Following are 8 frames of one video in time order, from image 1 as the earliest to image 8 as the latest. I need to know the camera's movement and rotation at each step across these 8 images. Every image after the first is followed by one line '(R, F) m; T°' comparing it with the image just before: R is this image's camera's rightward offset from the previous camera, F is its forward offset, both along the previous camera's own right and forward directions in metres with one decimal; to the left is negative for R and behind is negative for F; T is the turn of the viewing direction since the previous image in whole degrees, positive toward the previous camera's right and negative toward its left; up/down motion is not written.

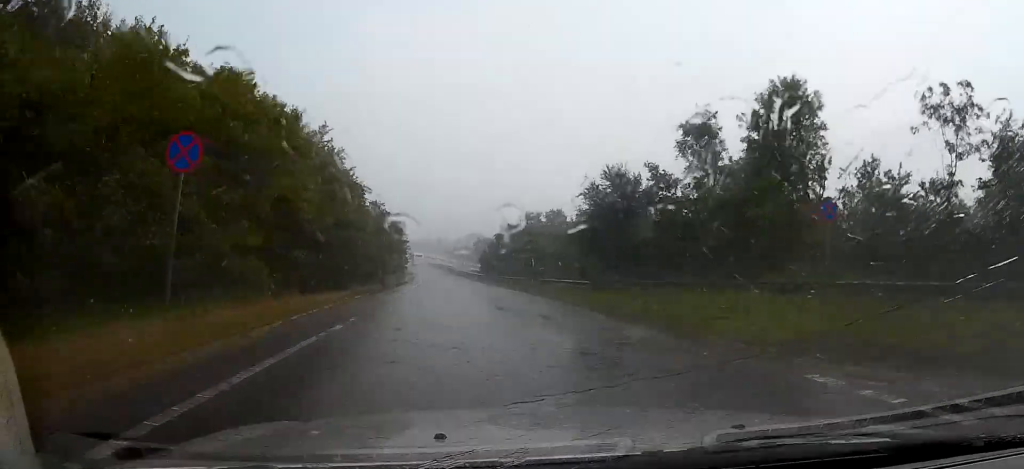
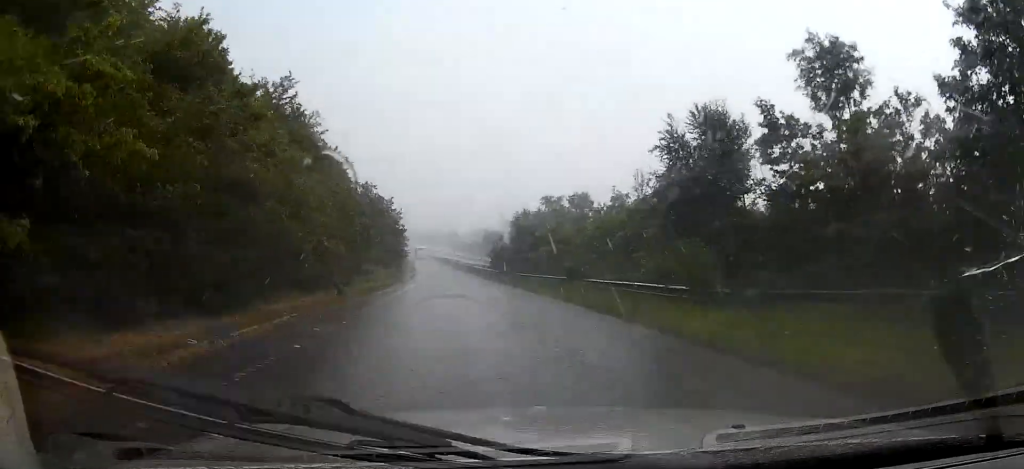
(-0.5, +11.3) m; -2°
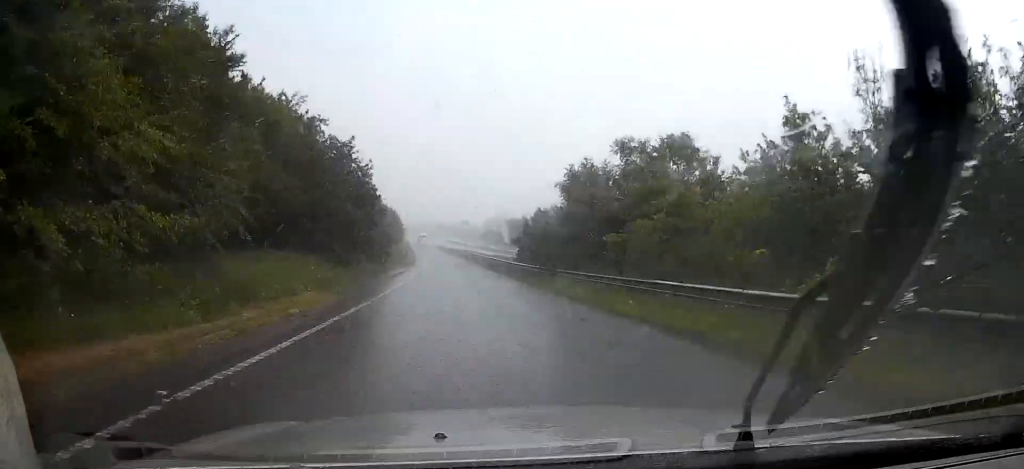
(-0.2, +25.2) m; 0°
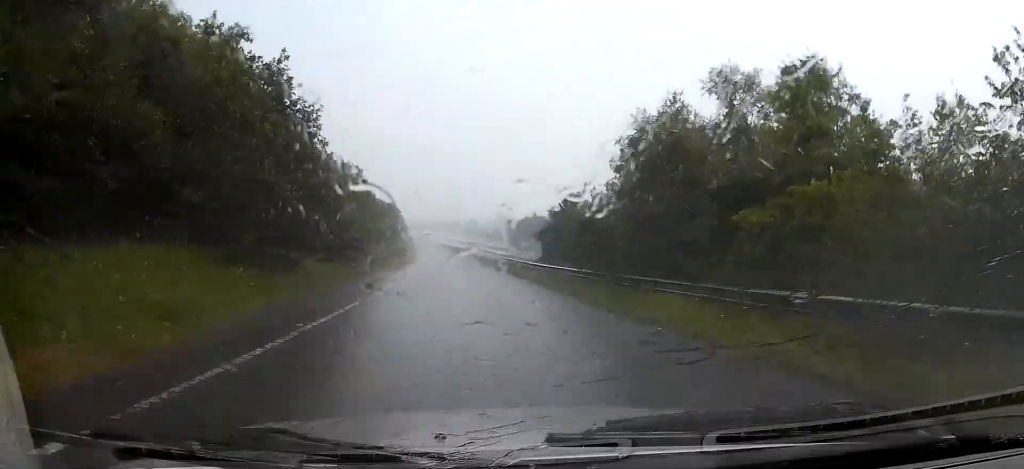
(0.0, +13.3) m; 0°
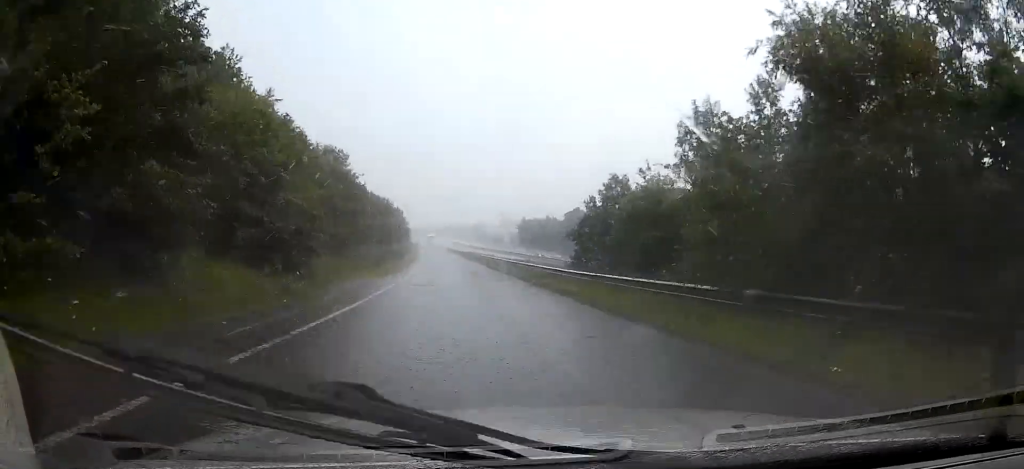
(+0.1, +10.8) m; -1°
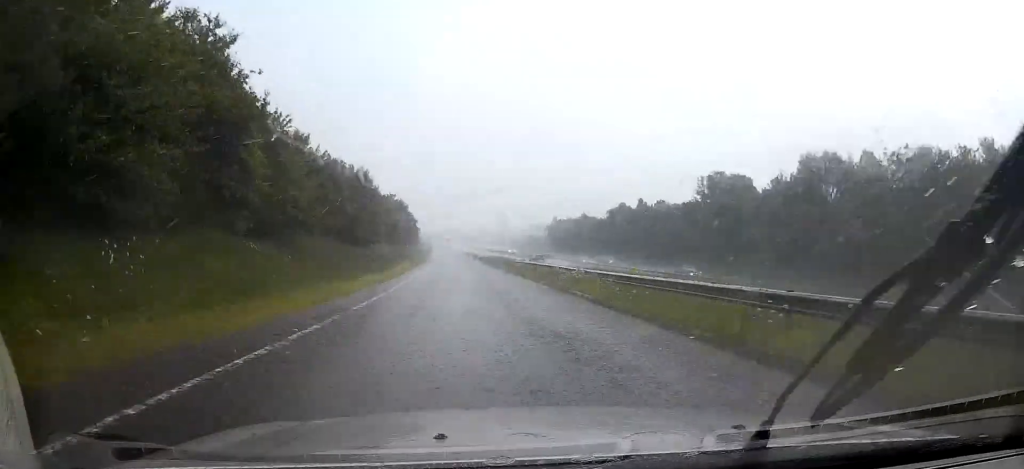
(-0.5, +28.5) m; -3°
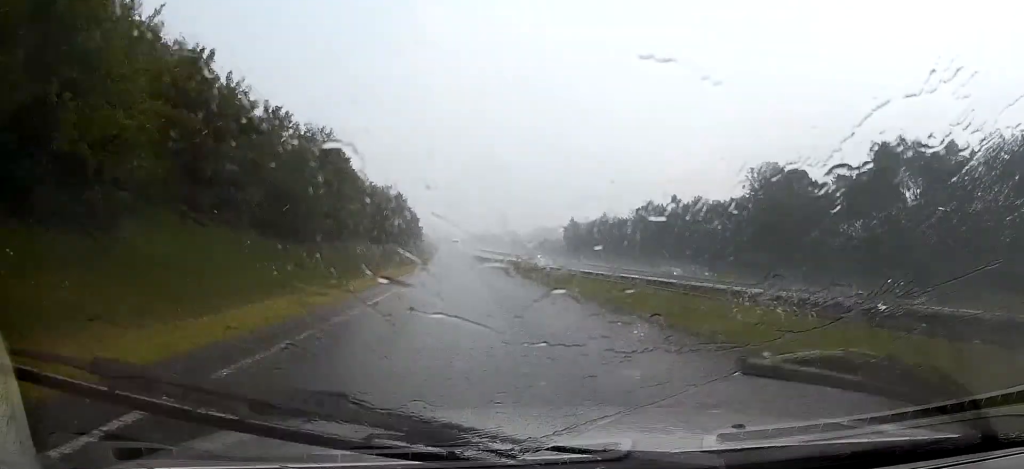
(-0.2, +15.2) m; -1°
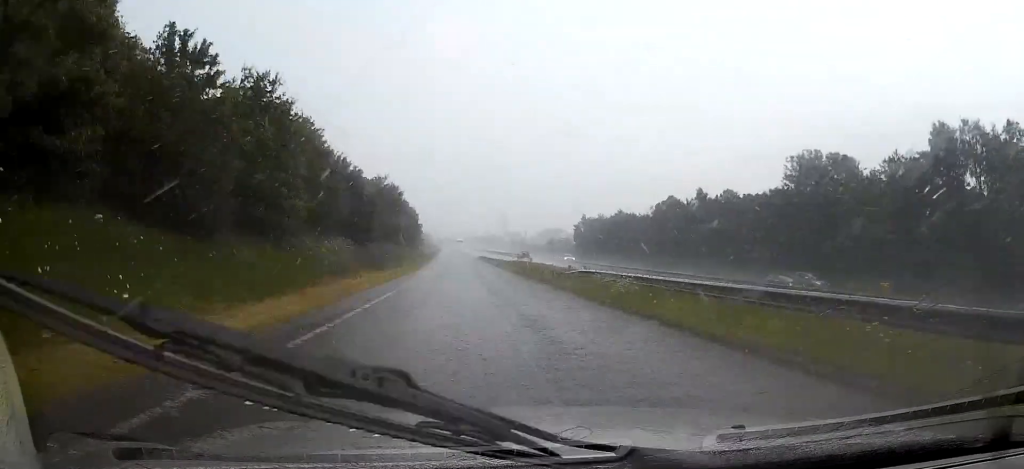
(0.0, +10.0) m; -1°
